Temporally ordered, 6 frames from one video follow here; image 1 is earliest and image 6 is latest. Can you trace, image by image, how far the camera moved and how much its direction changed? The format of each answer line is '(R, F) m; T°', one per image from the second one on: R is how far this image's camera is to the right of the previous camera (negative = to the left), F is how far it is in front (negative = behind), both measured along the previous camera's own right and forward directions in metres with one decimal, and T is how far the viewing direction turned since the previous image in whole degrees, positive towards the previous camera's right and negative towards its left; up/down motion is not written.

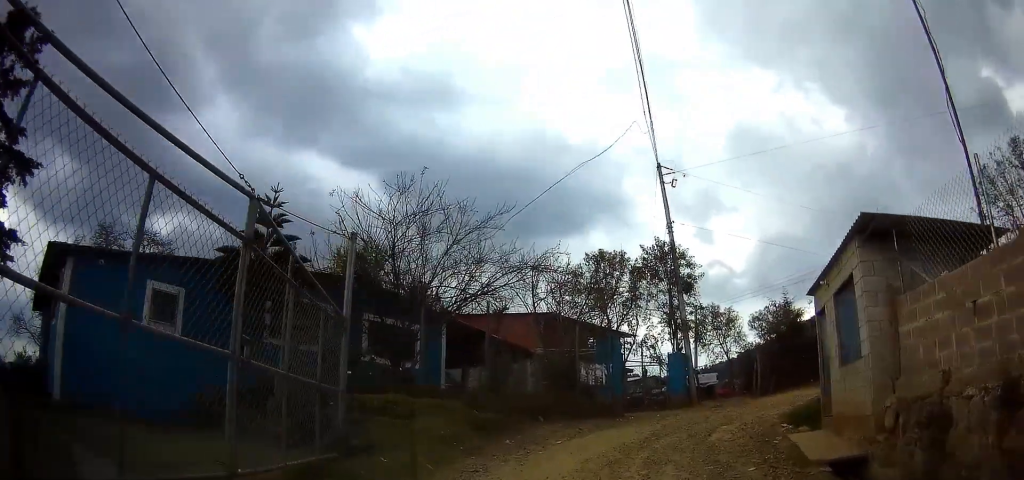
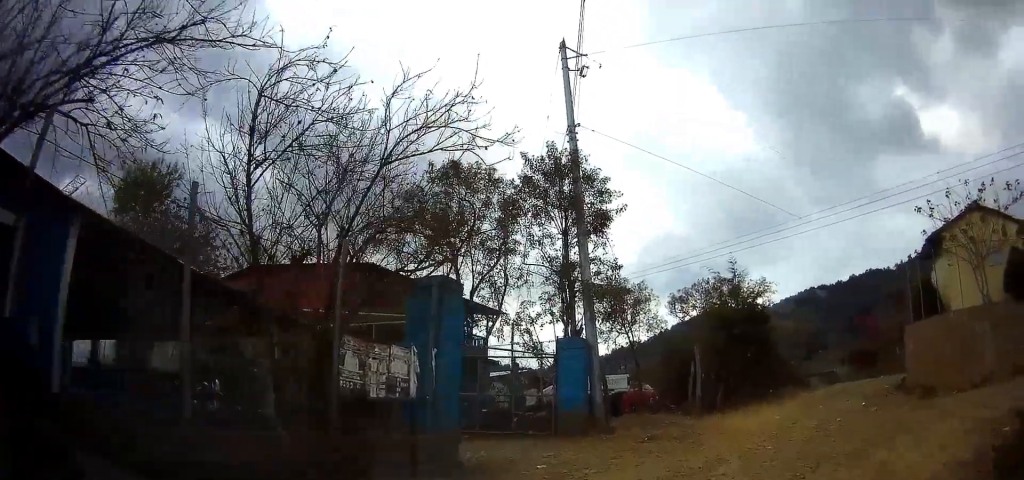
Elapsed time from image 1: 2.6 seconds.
(-1.3, +10.3) m; +6°
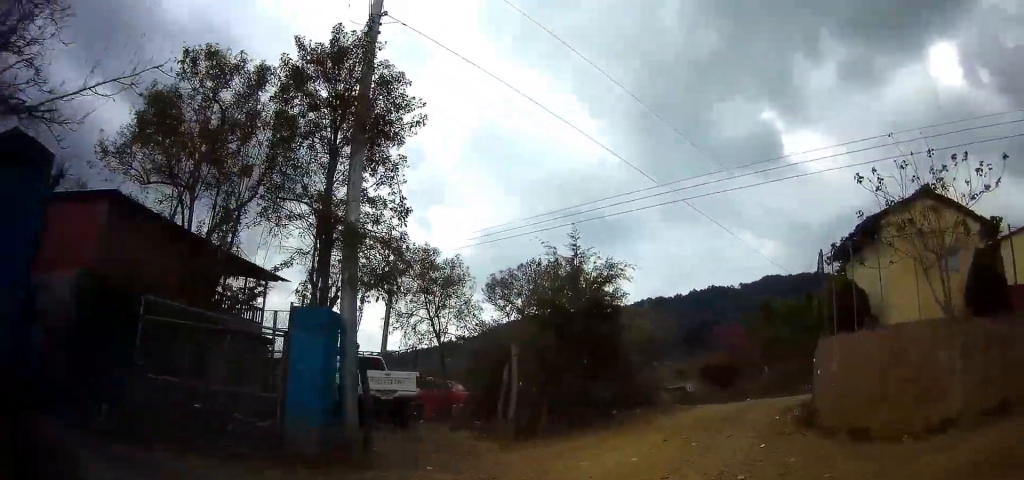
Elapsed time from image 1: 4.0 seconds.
(+1.2, +5.0) m; +21°
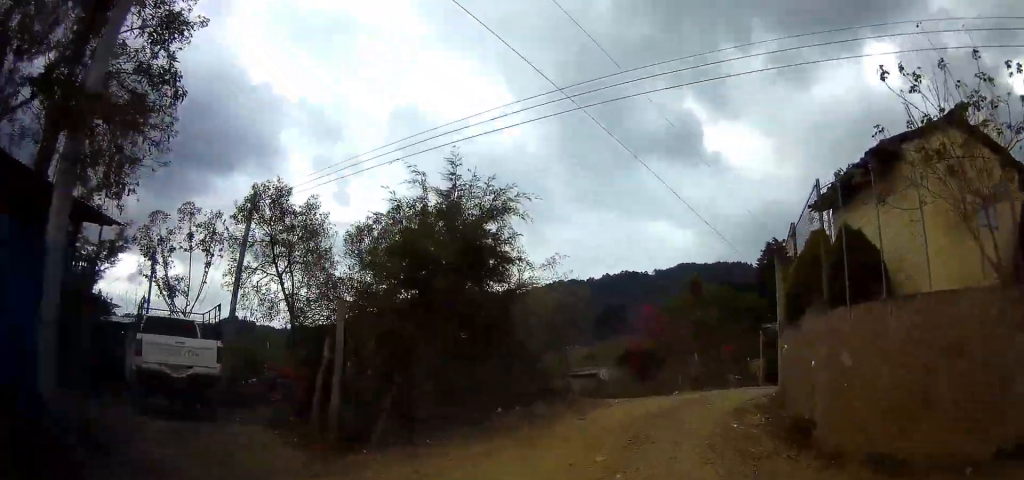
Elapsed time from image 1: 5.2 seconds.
(+0.5, +4.7) m; +8°
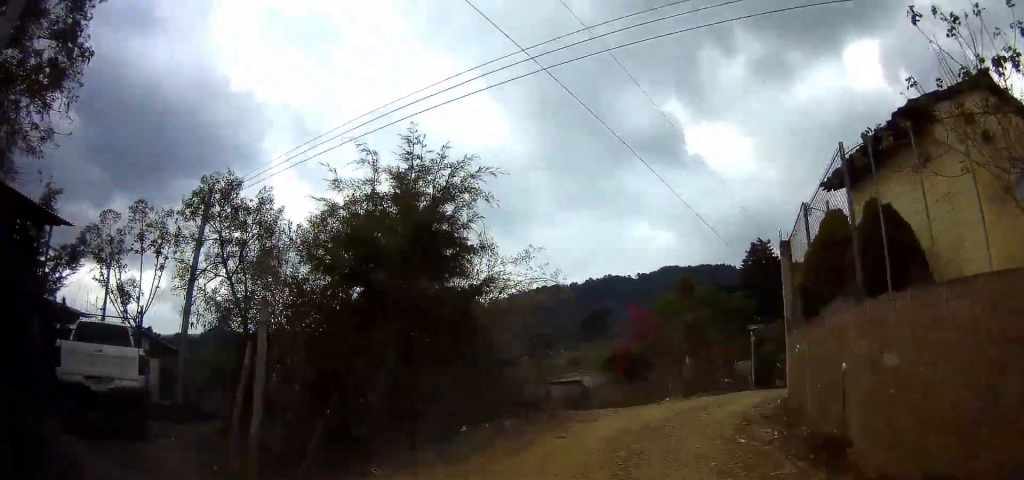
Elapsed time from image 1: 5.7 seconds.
(0.0, +1.7) m; +2°
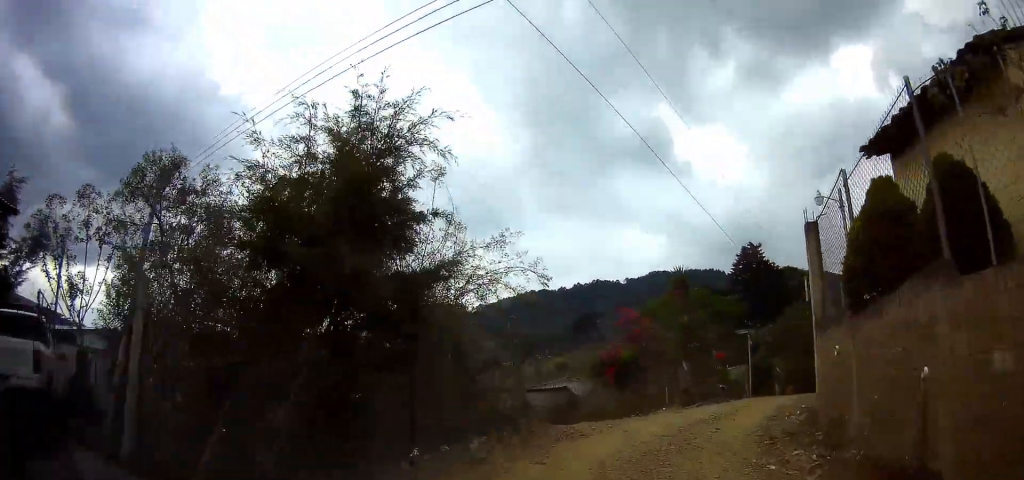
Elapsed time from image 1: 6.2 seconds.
(0.0, +2.0) m; +3°
